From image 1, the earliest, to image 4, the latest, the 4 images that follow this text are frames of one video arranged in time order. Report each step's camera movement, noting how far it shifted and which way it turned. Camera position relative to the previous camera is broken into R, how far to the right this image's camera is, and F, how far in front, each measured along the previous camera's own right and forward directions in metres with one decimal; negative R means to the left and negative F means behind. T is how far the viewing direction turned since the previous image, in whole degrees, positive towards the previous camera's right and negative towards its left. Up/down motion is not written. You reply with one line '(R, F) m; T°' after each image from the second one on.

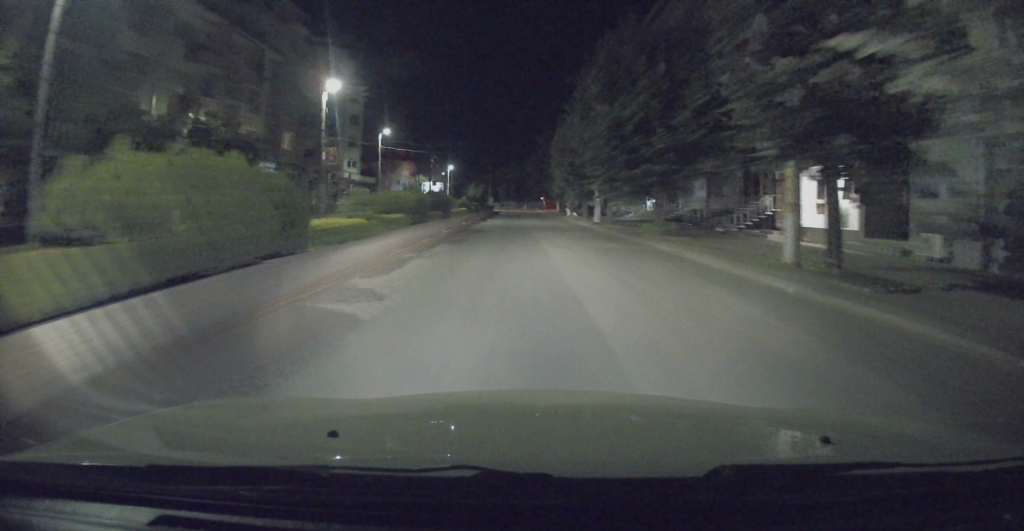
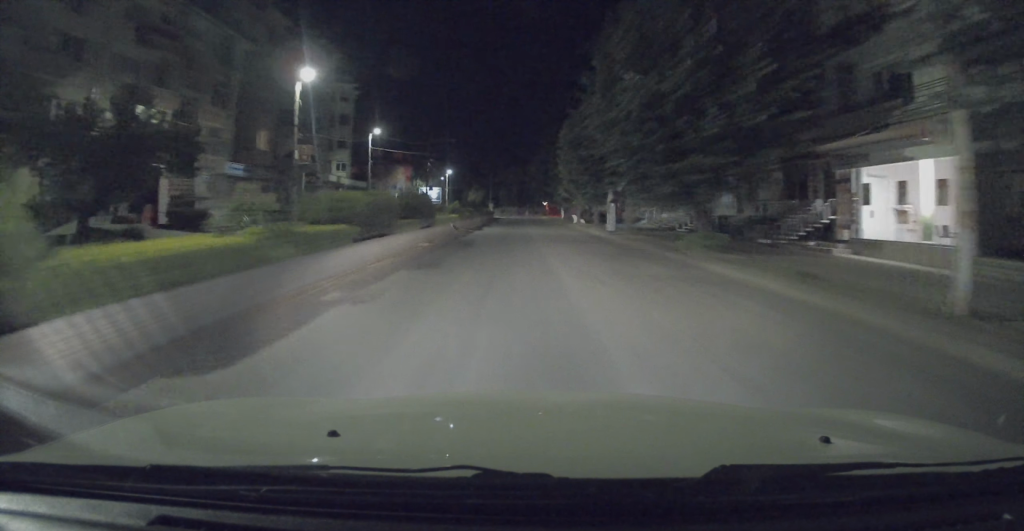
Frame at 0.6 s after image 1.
(0.0, +5.3) m; 0°
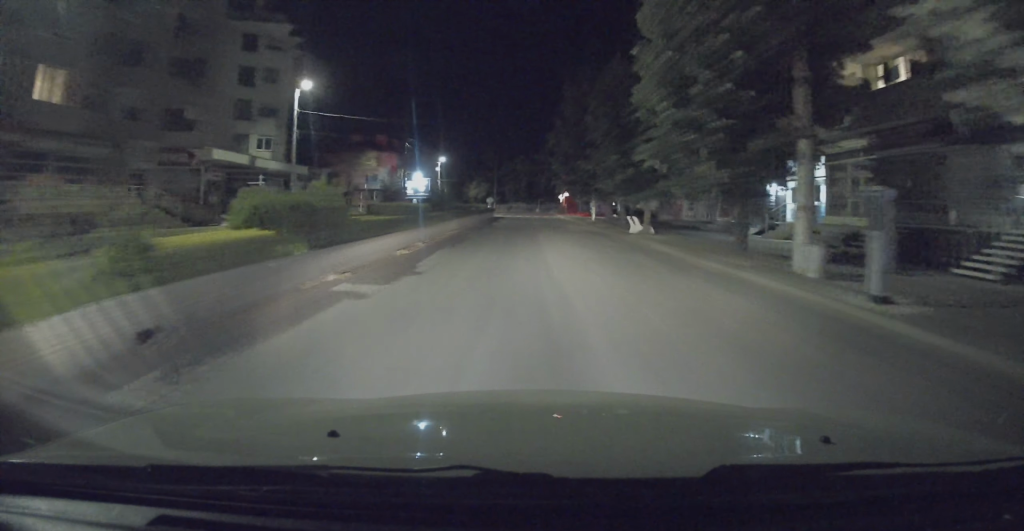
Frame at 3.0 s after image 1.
(-0.2, +23.7) m; -1°
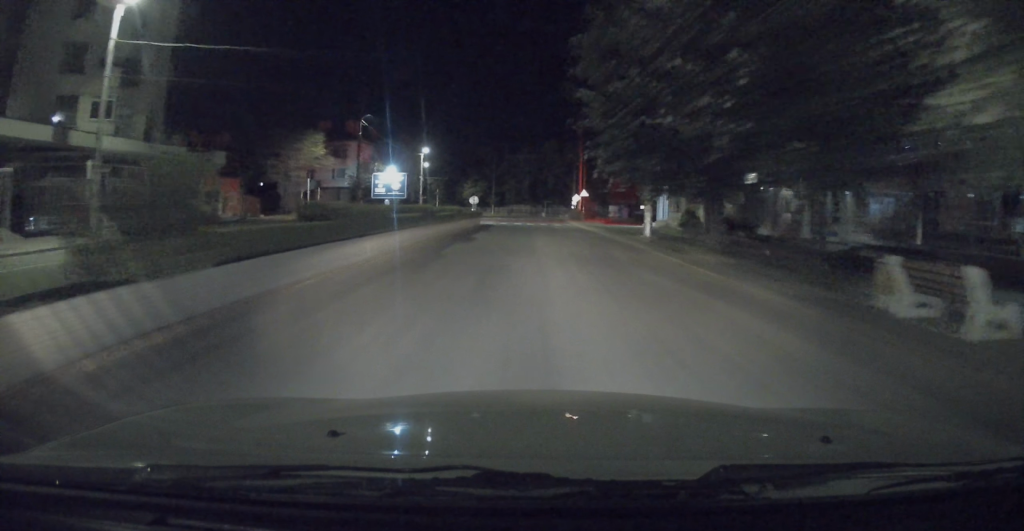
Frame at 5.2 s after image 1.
(0.0, +20.6) m; 0°
